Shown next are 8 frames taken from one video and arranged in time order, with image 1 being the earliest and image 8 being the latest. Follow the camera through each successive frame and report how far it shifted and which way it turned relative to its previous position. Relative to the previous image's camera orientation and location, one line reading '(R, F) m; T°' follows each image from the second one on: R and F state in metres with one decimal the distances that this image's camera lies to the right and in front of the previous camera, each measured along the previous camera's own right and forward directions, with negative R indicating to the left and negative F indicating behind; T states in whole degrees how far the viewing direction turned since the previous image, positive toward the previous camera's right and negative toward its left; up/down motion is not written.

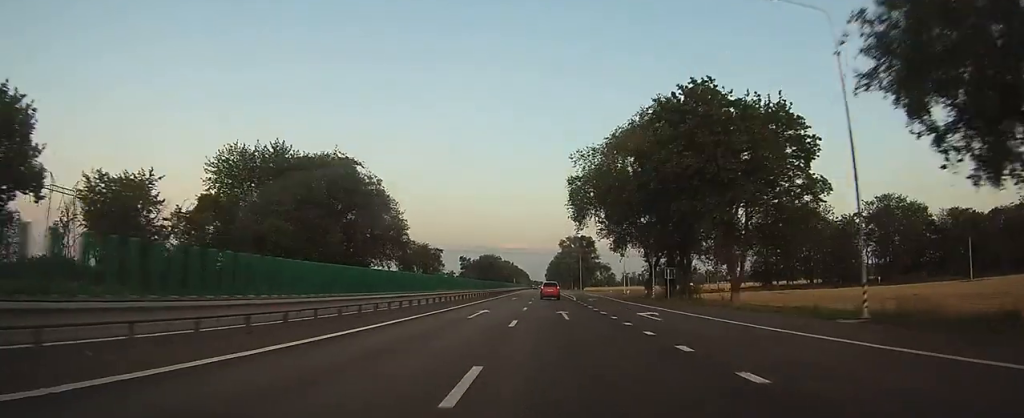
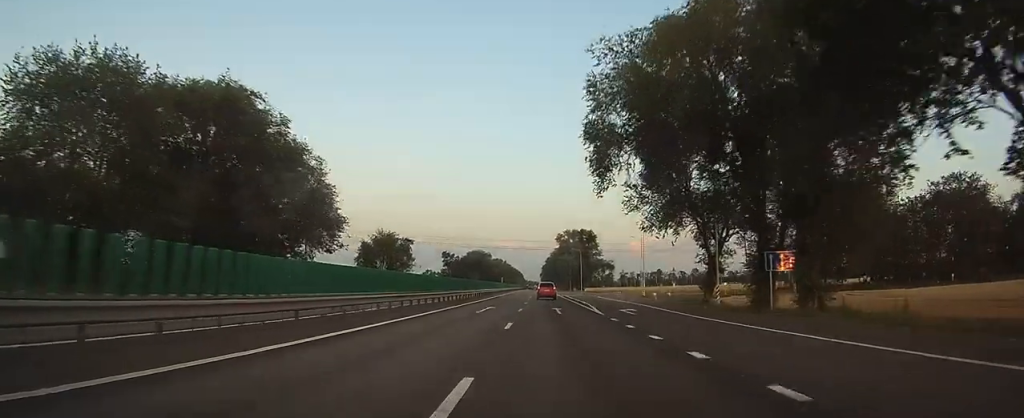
(0.0, +25.0) m; 0°
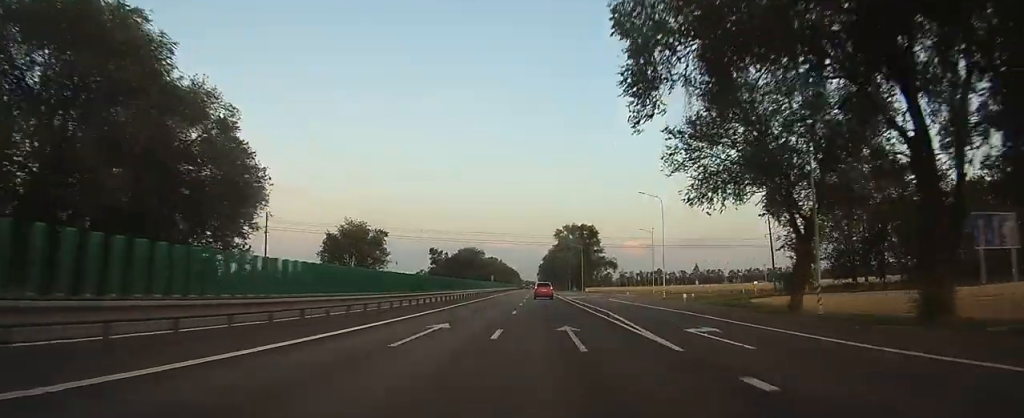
(0.0, +15.2) m; 0°
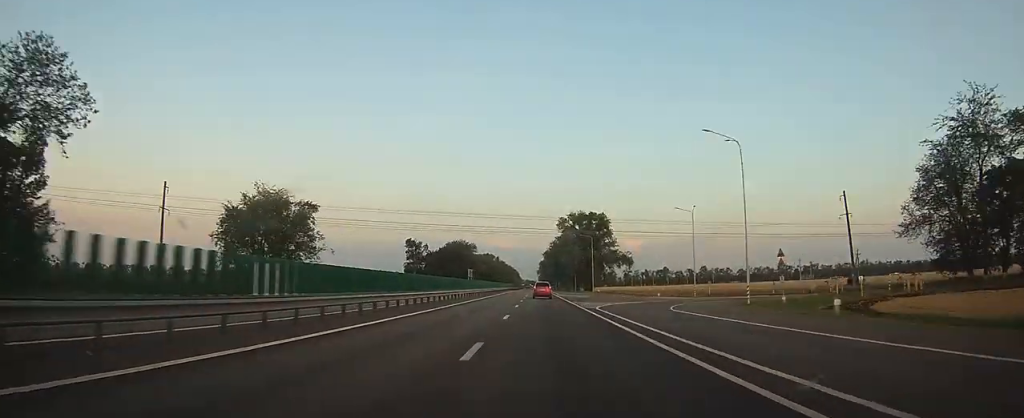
(+0.1, +27.8) m; 0°
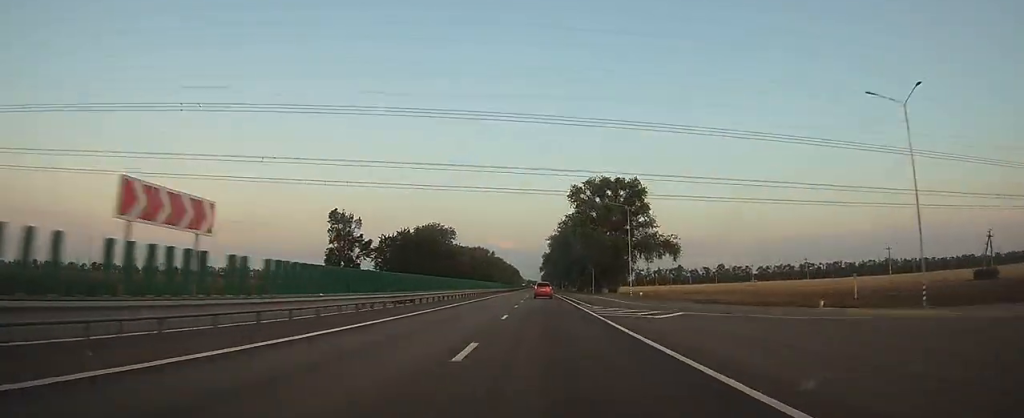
(+0.1, +47.7) m; 0°
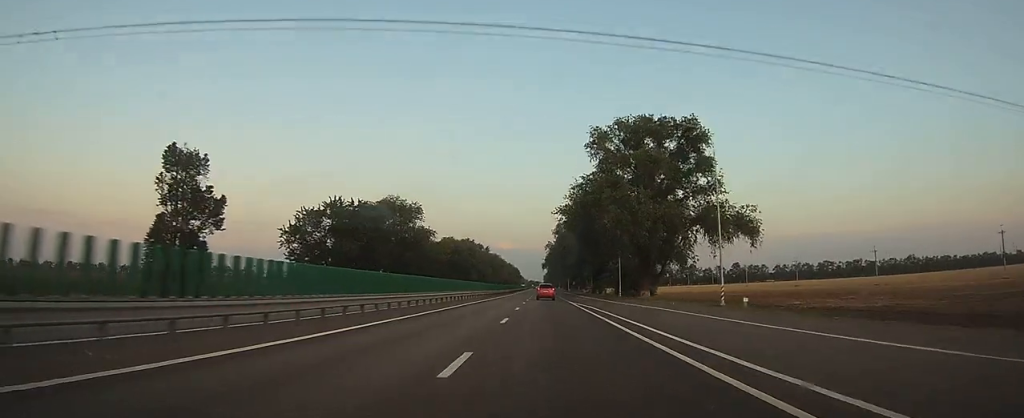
(-0.1, +37.2) m; 0°
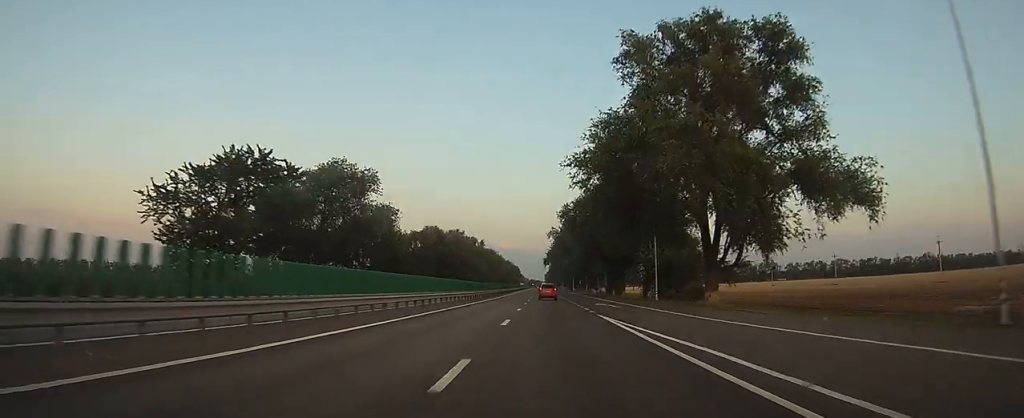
(0.0, +24.8) m; 0°
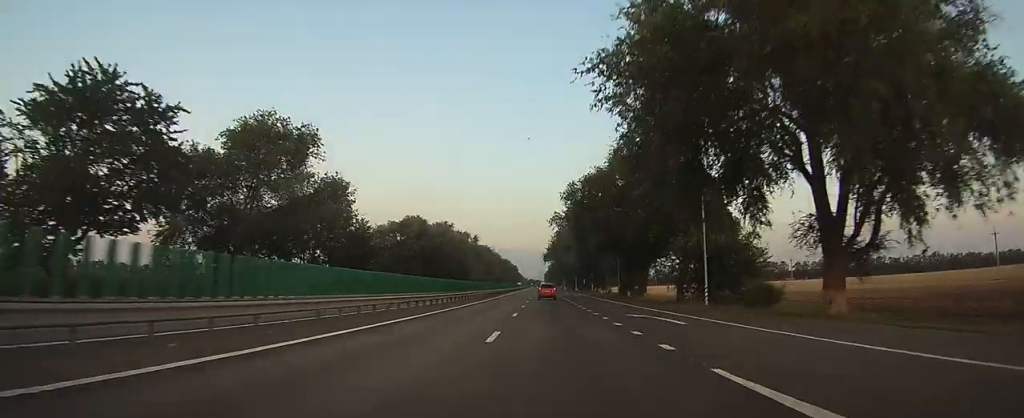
(0.0, +17.6) m; 0°
